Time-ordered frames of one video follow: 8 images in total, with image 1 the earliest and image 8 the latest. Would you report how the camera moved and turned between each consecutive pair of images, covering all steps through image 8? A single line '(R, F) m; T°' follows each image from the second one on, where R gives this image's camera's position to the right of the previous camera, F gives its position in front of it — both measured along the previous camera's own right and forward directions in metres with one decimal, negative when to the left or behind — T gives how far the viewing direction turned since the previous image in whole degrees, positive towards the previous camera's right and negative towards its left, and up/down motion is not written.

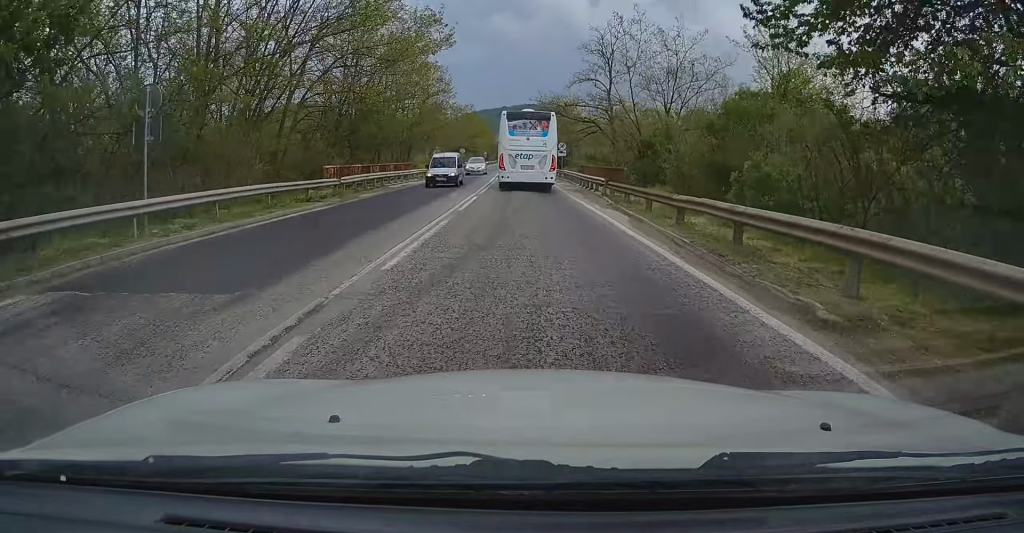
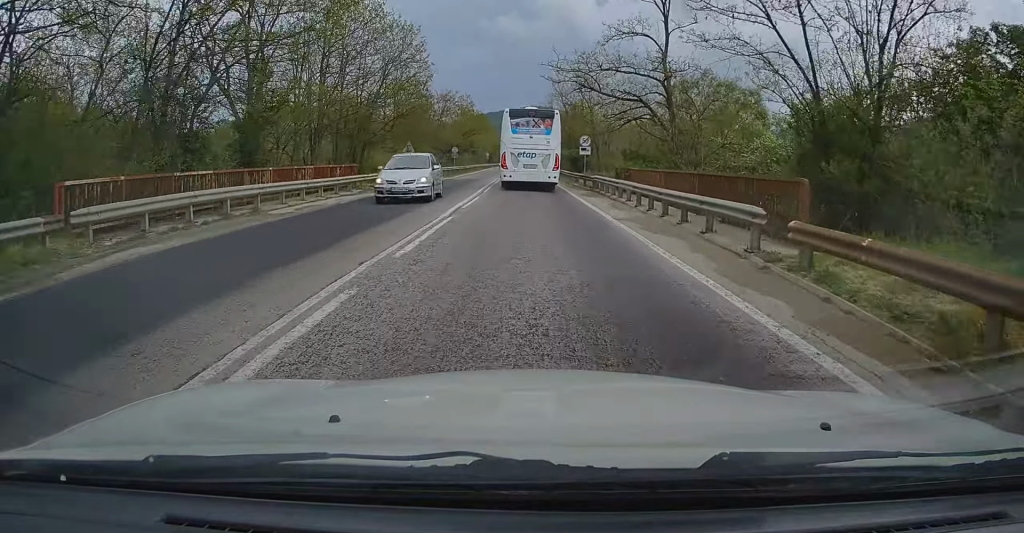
(-0.2, +17.1) m; -1°
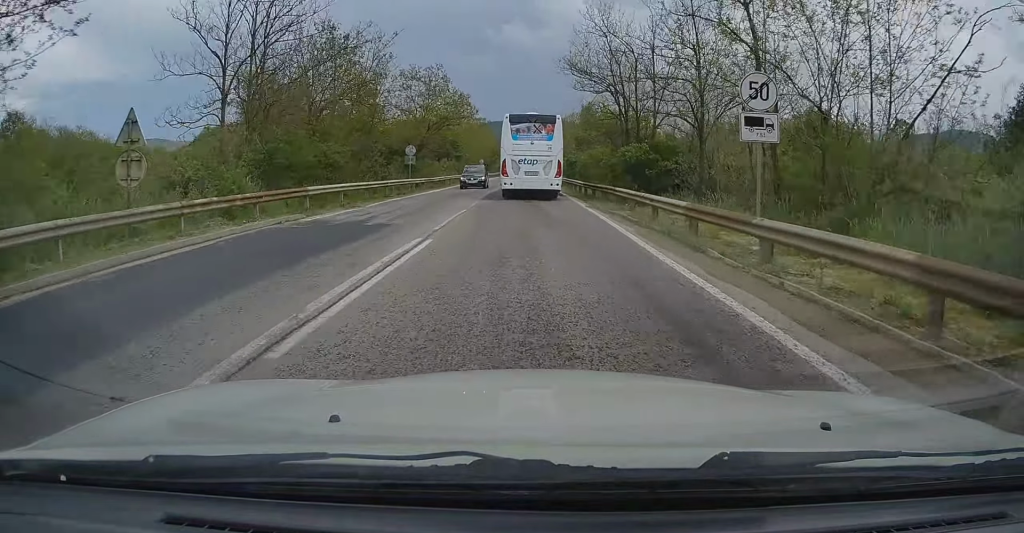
(+0.1, +30.7) m; 0°
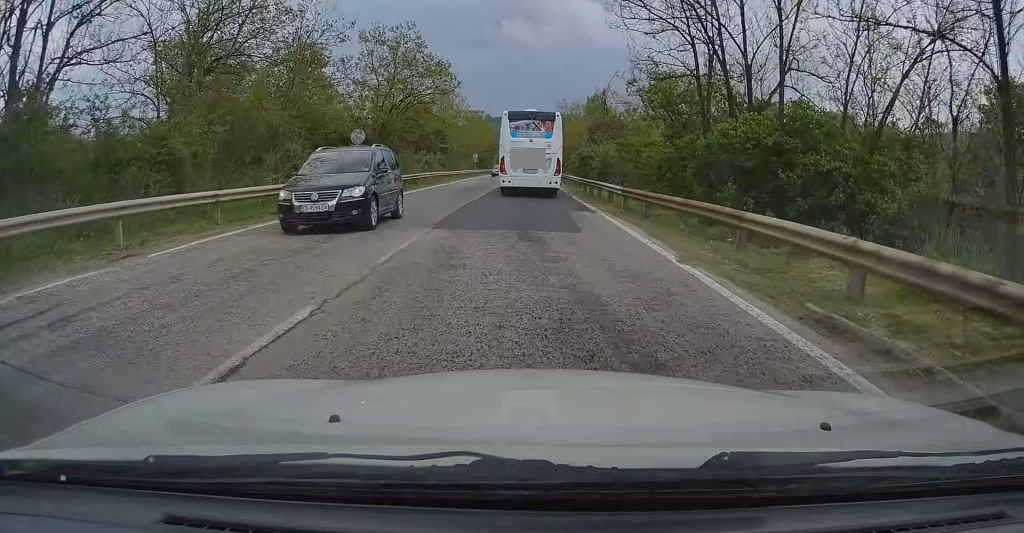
(0.0, +13.8) m; 0°
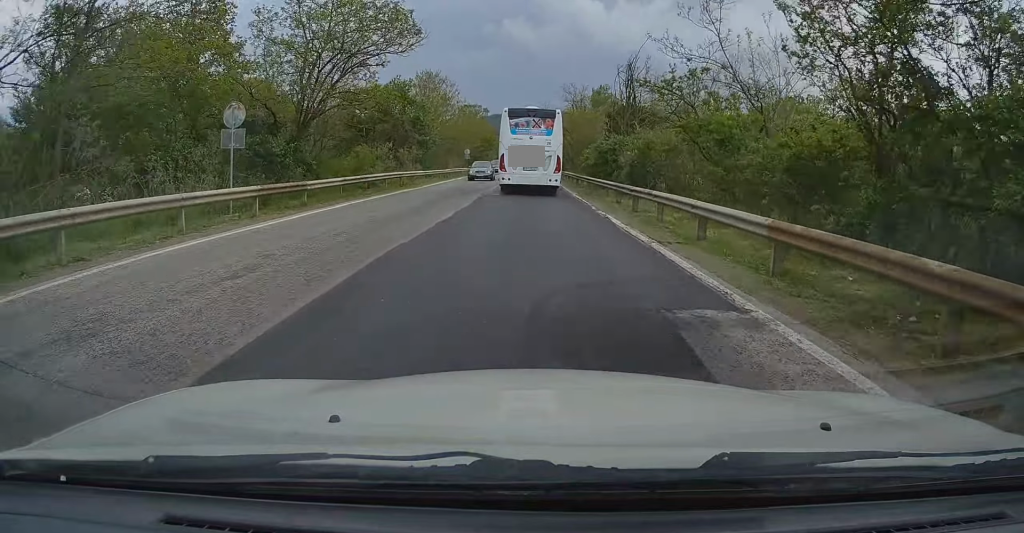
(0.0, +13.0) m; 0°
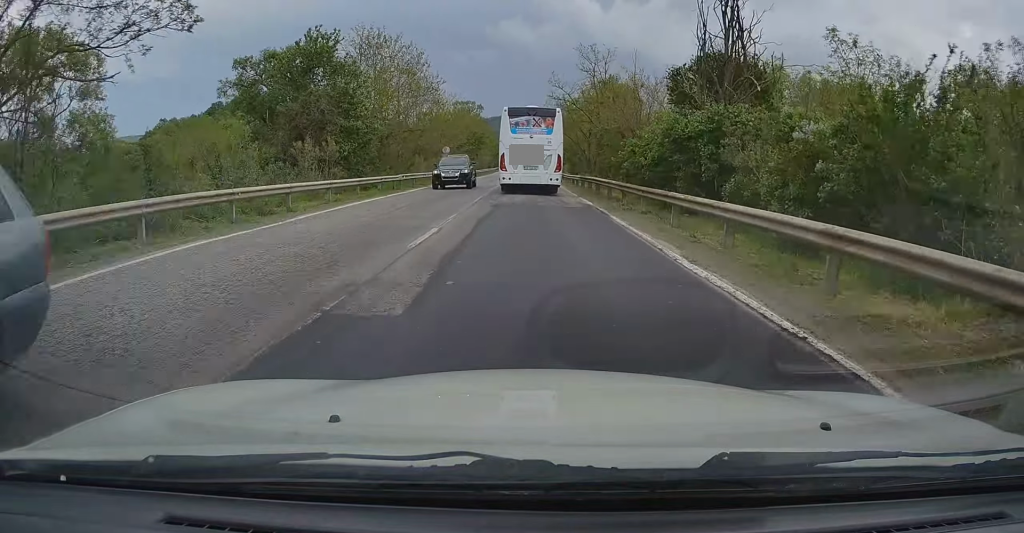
(0.0, +20.2) m; -1°
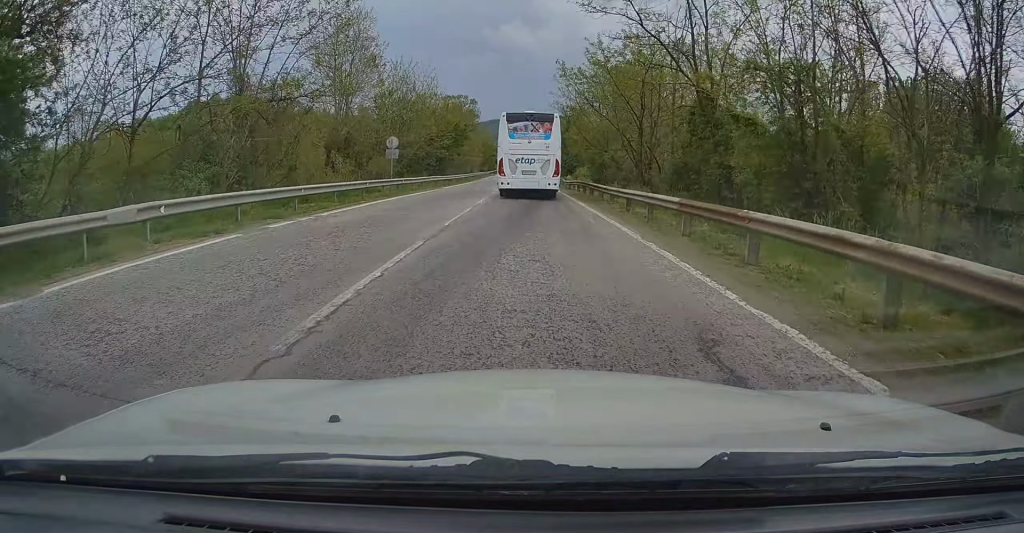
(-0.4, +23.9) m; 0°
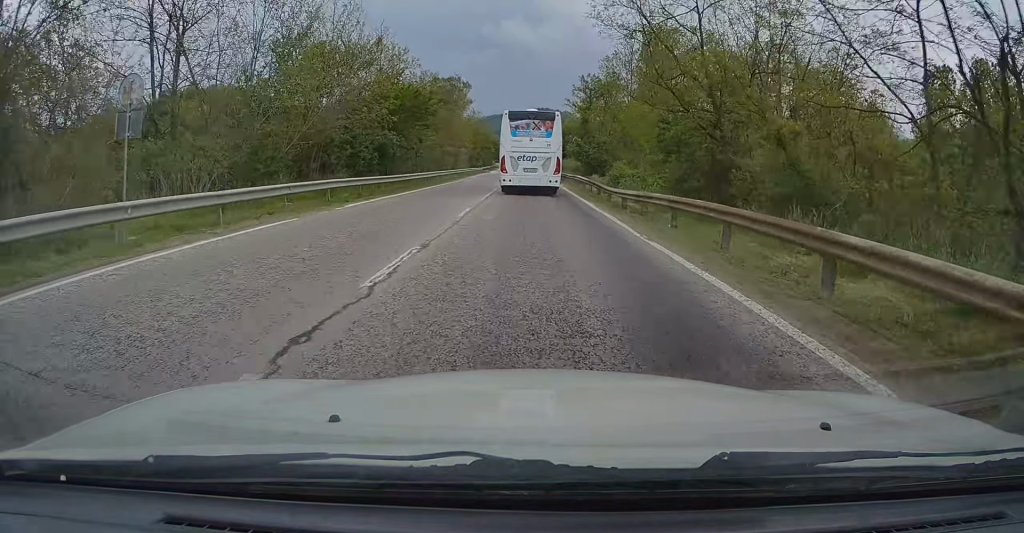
(+0.5, +25.0) m; +1°
